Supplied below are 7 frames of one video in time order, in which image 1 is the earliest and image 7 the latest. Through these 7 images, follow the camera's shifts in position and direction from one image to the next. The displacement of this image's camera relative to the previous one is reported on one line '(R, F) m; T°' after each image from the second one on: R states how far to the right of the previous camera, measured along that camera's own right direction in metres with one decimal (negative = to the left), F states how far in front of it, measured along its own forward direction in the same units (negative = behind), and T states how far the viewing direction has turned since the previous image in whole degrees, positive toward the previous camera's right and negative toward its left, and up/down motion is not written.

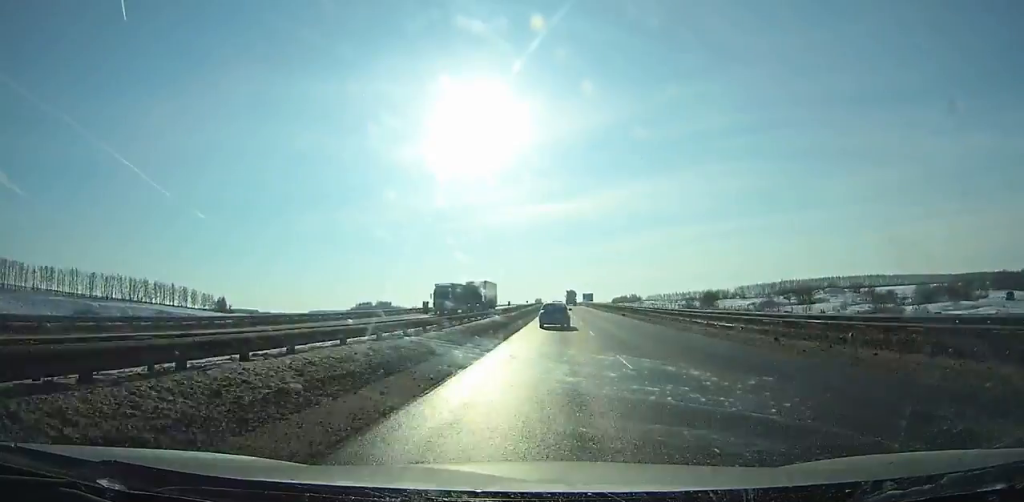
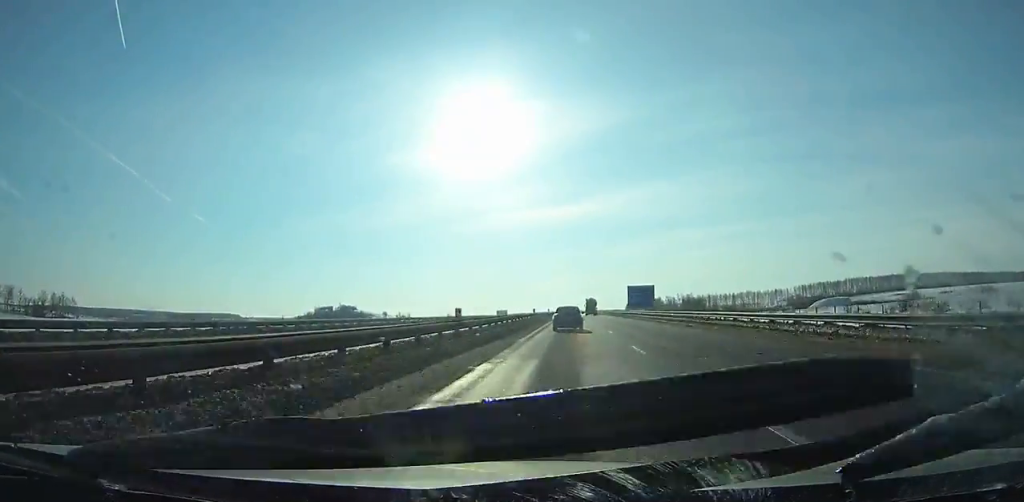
(0.0, +210.6) m; +1°
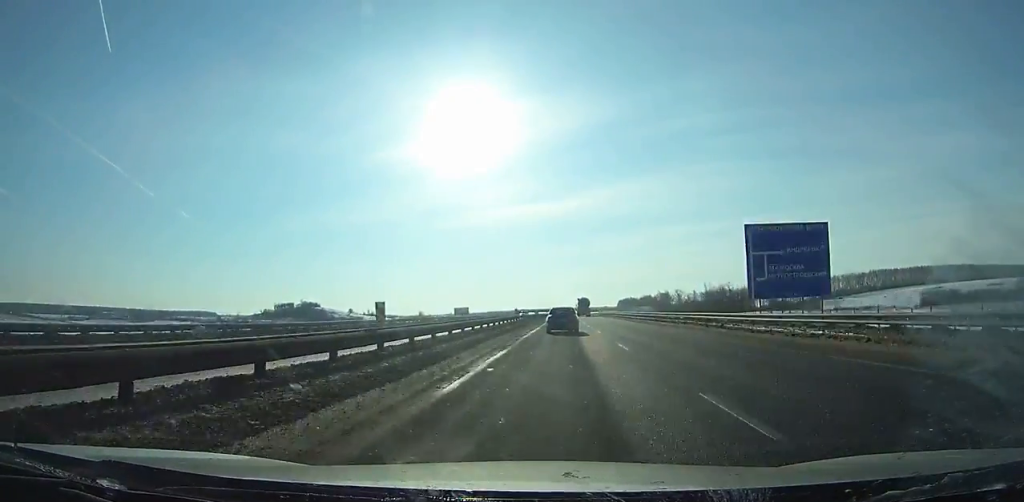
(+1.3, +92.8) m; +1°
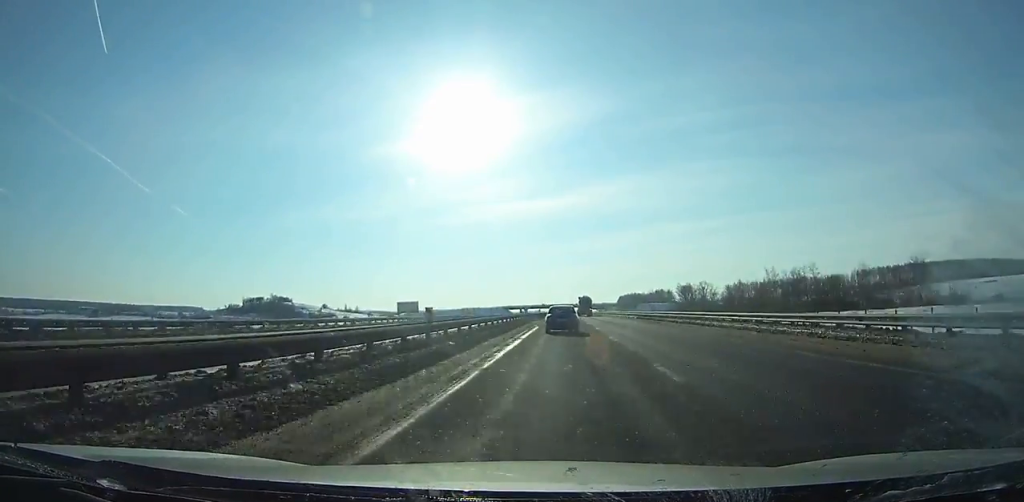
(+0.3, +79.6) m; 0°
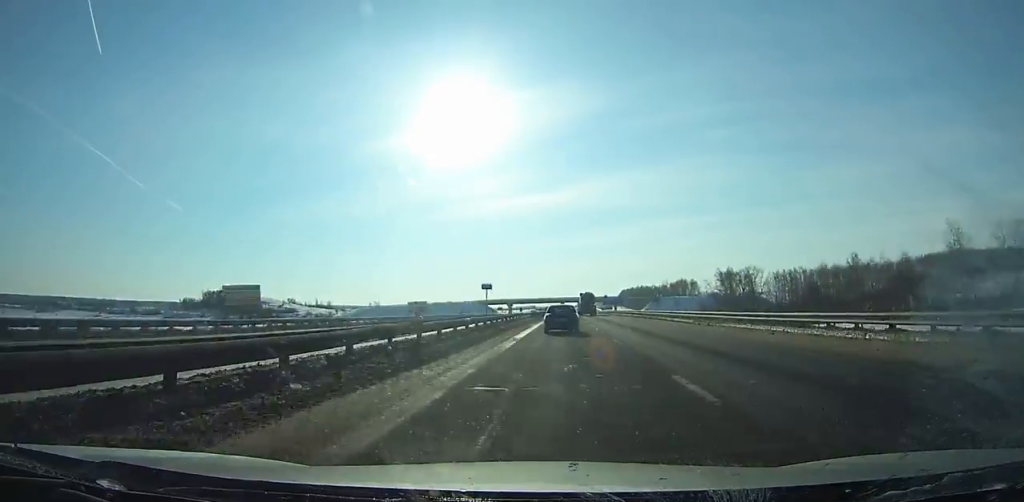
(-0.2, +86.8) m; 0°
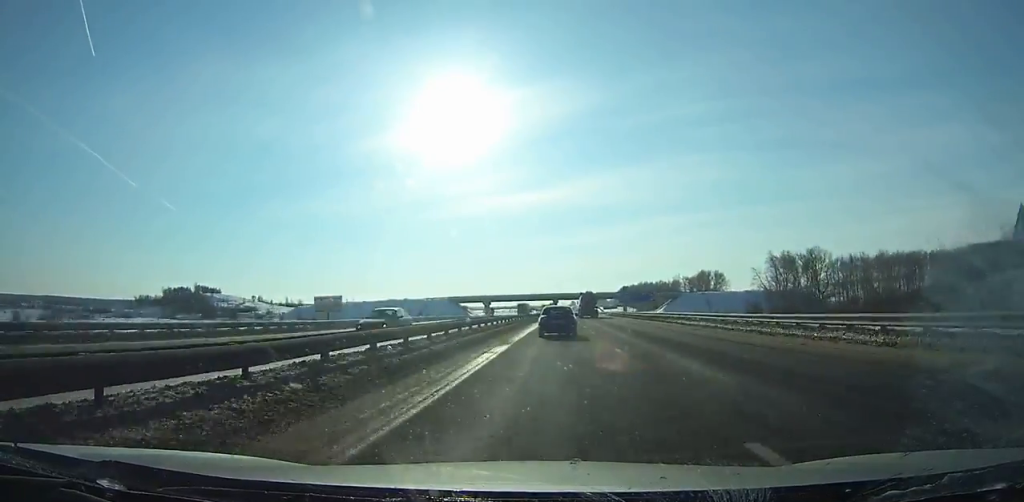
(+0.2, +63.2) m; +1°
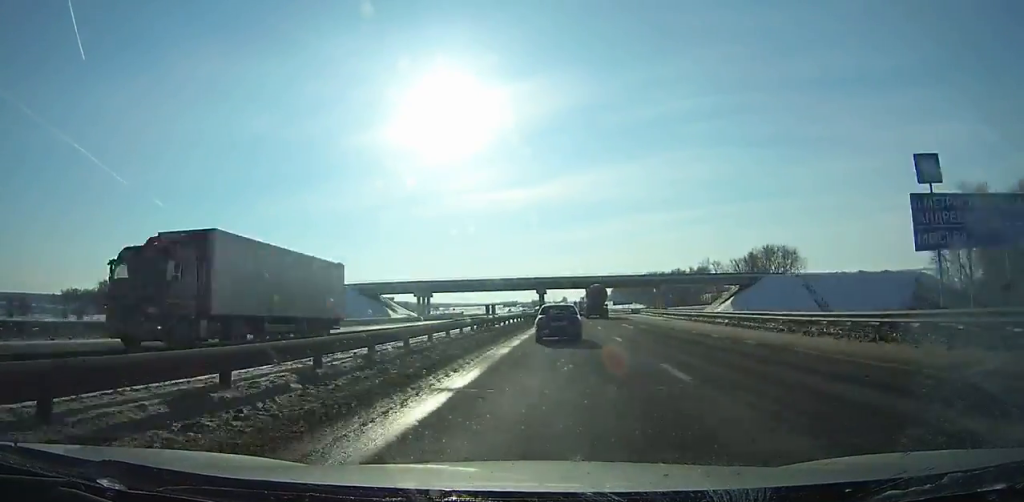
(+0.7, +83.7) m; +1°
